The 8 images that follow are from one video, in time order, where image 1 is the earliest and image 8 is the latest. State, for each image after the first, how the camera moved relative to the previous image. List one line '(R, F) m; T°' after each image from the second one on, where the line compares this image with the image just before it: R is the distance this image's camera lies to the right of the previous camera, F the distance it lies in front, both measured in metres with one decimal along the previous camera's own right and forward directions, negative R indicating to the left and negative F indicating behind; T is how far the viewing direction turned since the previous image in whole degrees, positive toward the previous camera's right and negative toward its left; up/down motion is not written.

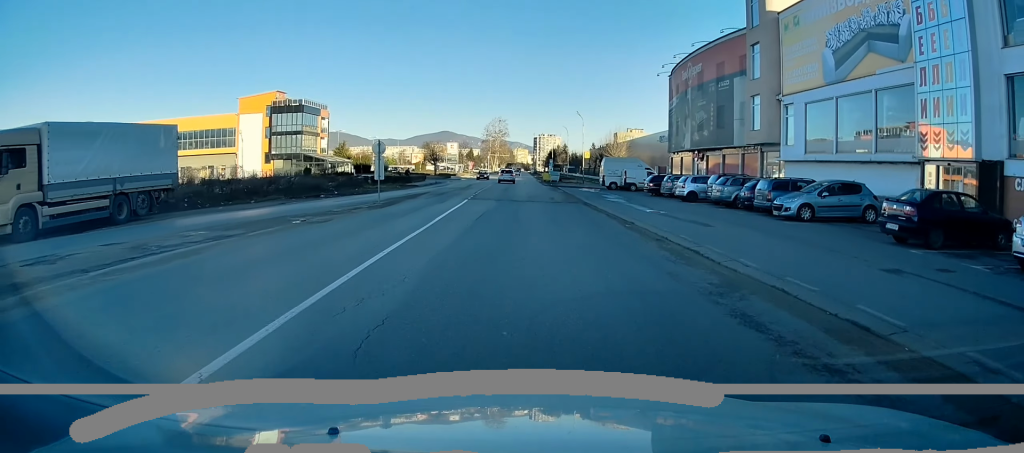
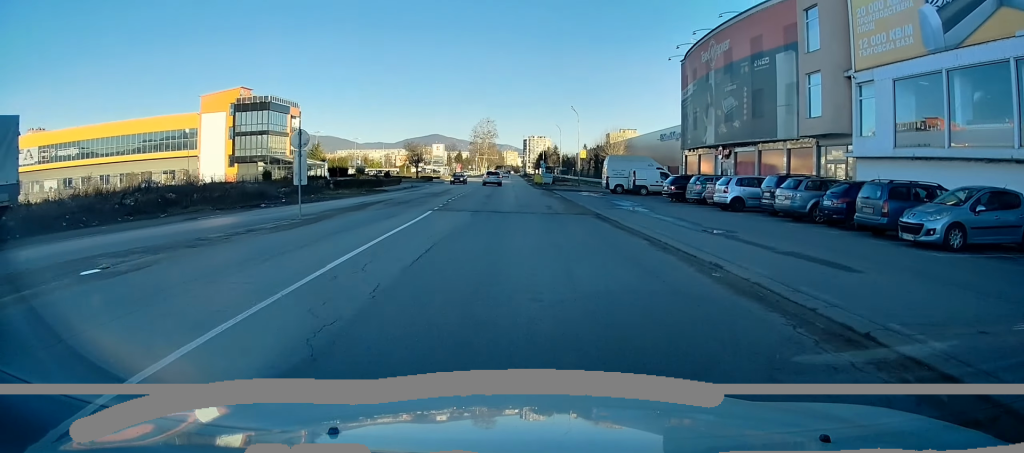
(0.0, +8.5) m; 0°
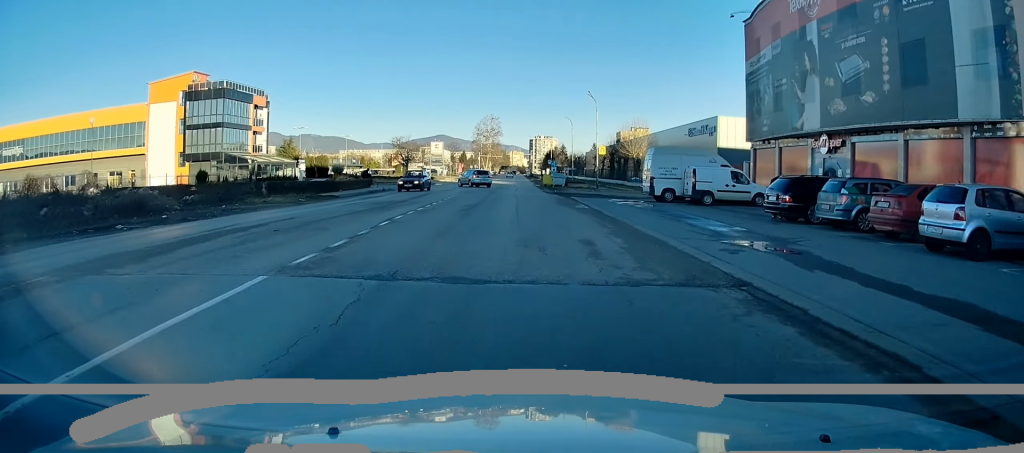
(0.0, +13.6) m; +1°
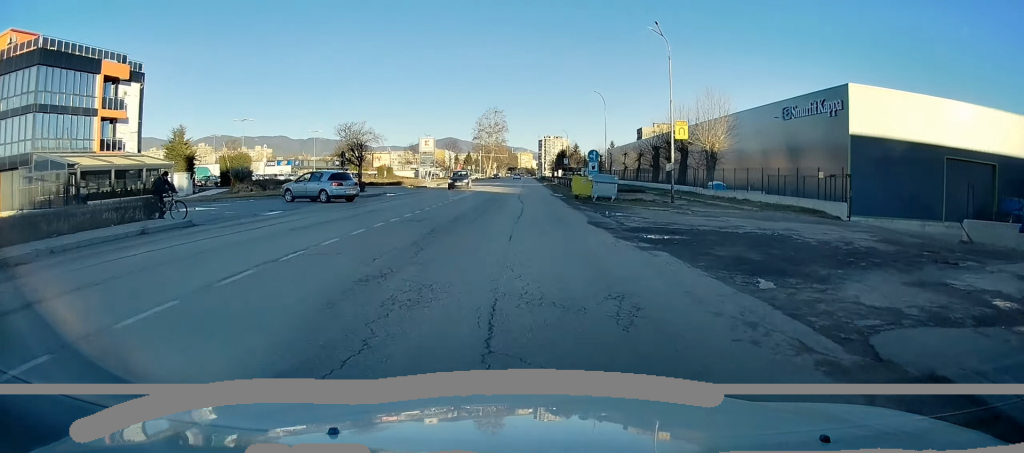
(+0.6, +29.3) m; 0°
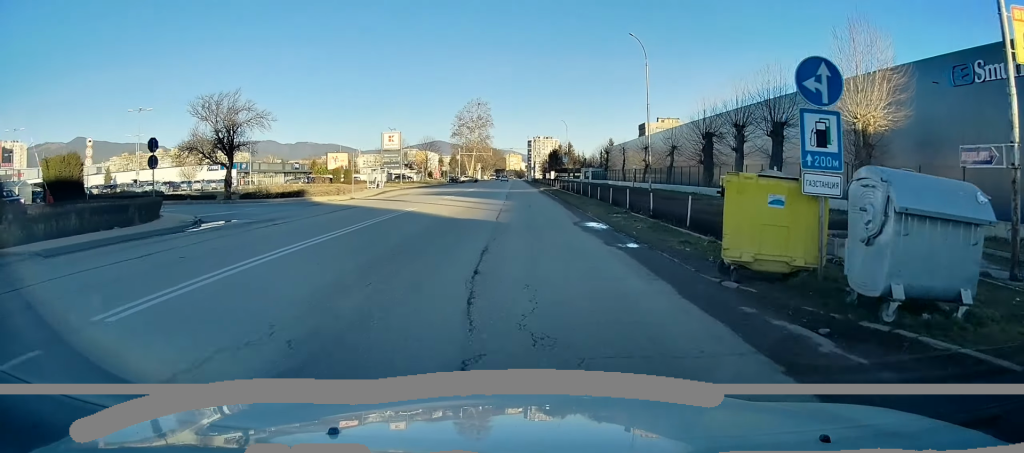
(-0.3, +27.3) m; -1°
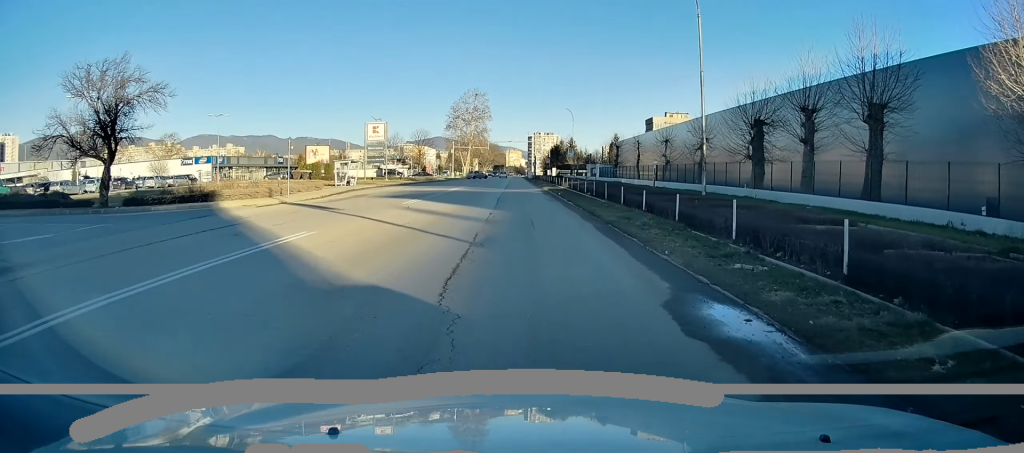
(0.0, +12.2) m; 0°
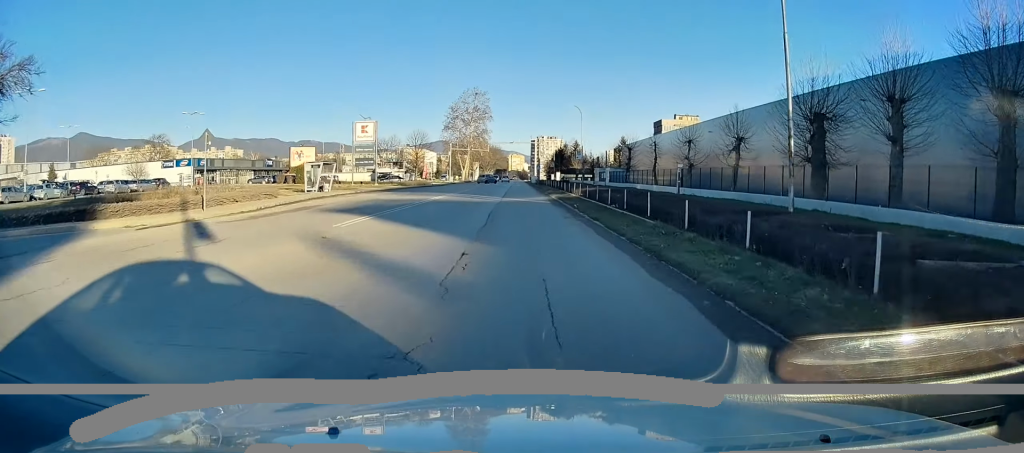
(0.0, +9.1) m; 0°
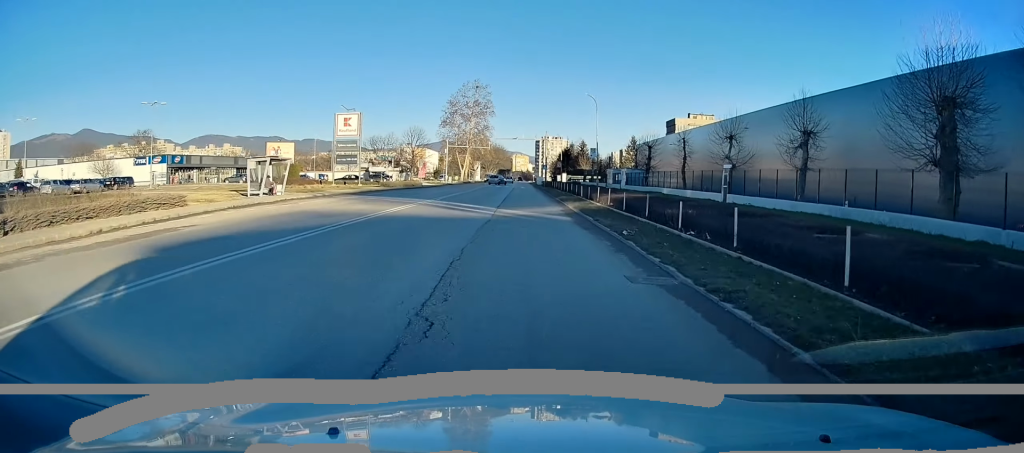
(0.0, +11.5) m; 0°
